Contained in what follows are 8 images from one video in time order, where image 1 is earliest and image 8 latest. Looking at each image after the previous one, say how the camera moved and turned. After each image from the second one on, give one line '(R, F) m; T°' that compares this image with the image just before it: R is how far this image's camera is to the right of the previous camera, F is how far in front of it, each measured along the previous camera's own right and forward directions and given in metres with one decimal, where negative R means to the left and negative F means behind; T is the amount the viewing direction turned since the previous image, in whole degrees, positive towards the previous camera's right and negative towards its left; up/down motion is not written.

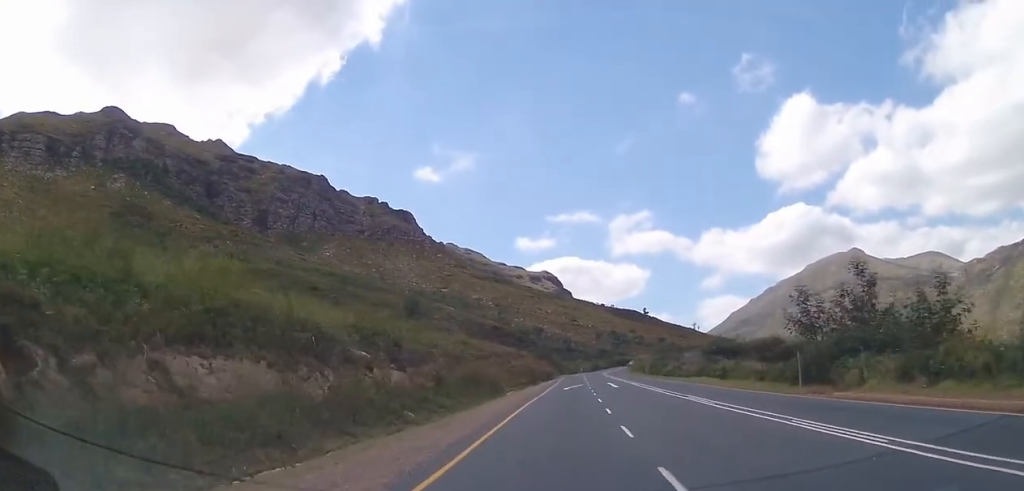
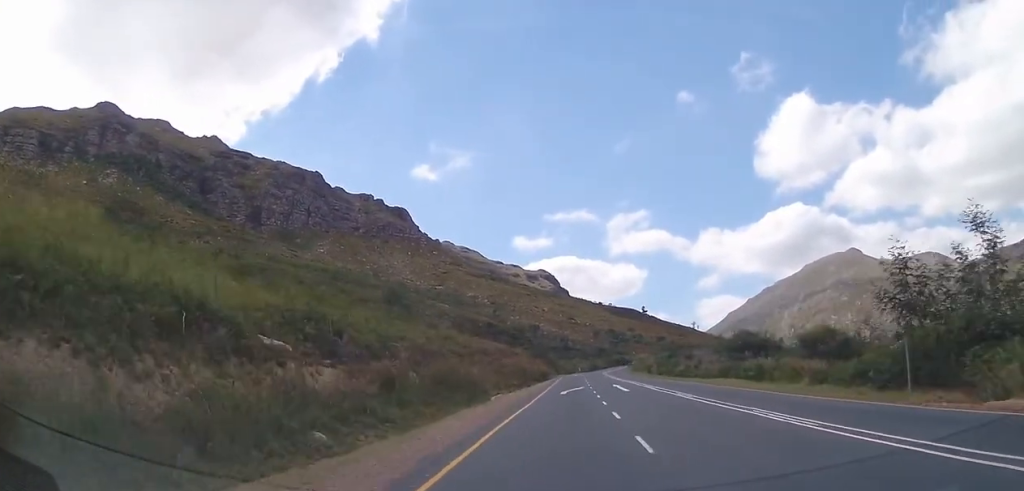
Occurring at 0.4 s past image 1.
(0.0, +8.7) m; 0°
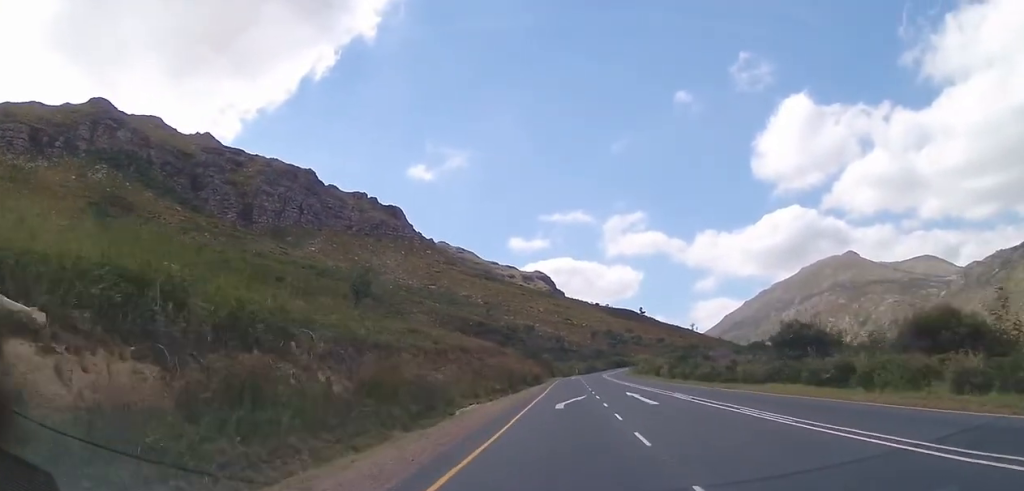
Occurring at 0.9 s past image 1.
(+0.1, +11.6) m; 0°
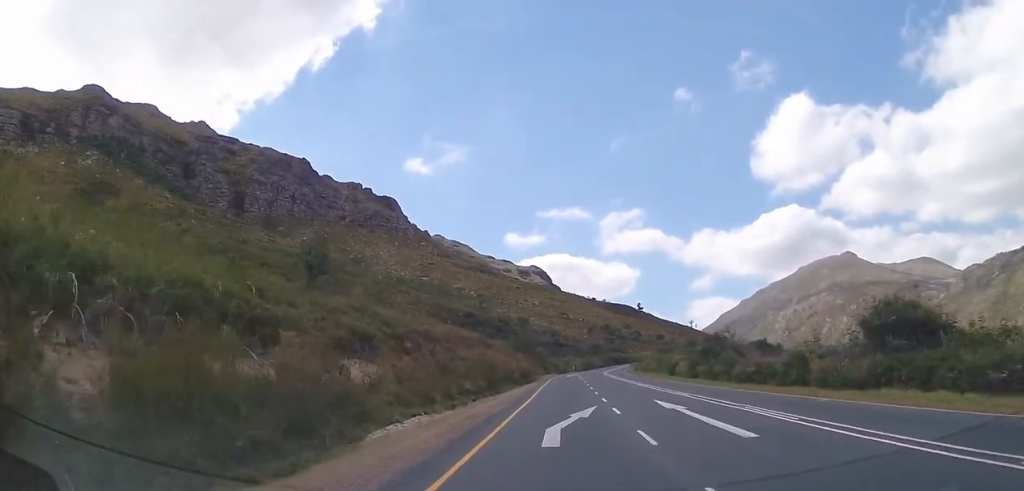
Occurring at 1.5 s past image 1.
(+0.1, +12.3) m; 0°
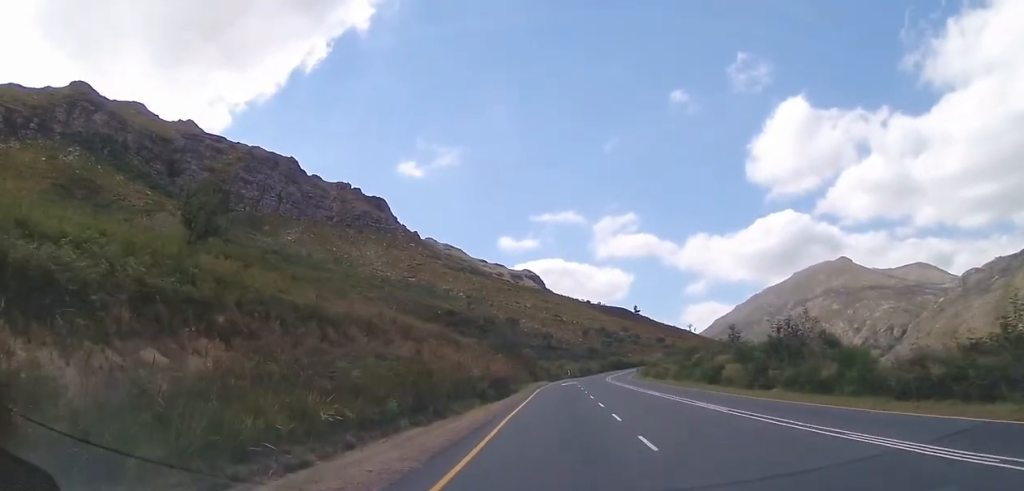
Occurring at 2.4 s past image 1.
(0.0, +19.4) m; 0°
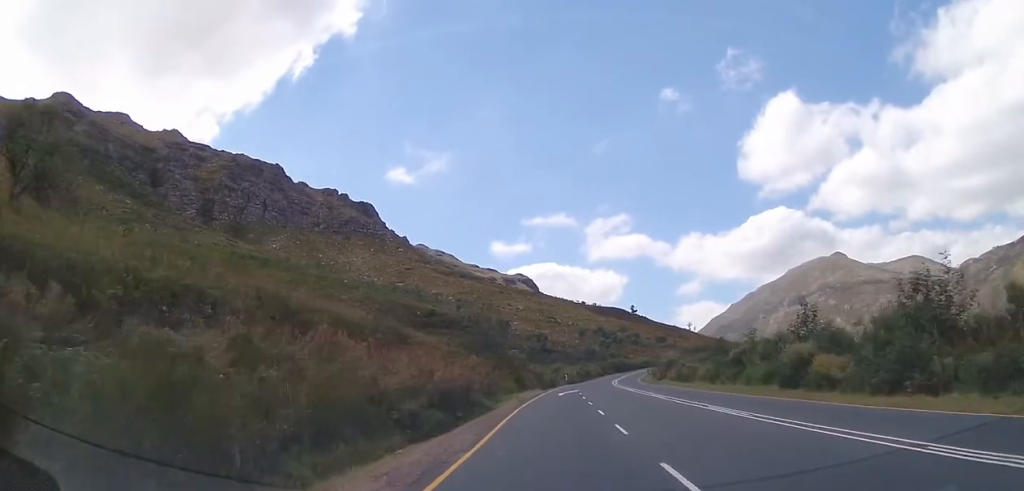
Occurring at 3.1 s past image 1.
(0.0, +15.7) m; +2°
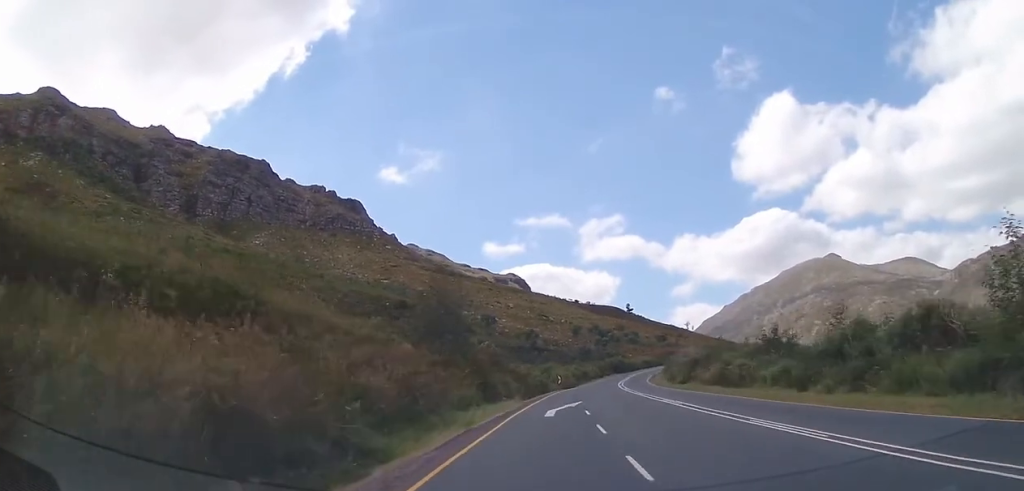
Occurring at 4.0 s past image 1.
(+0.4, +17.7) m; +2°
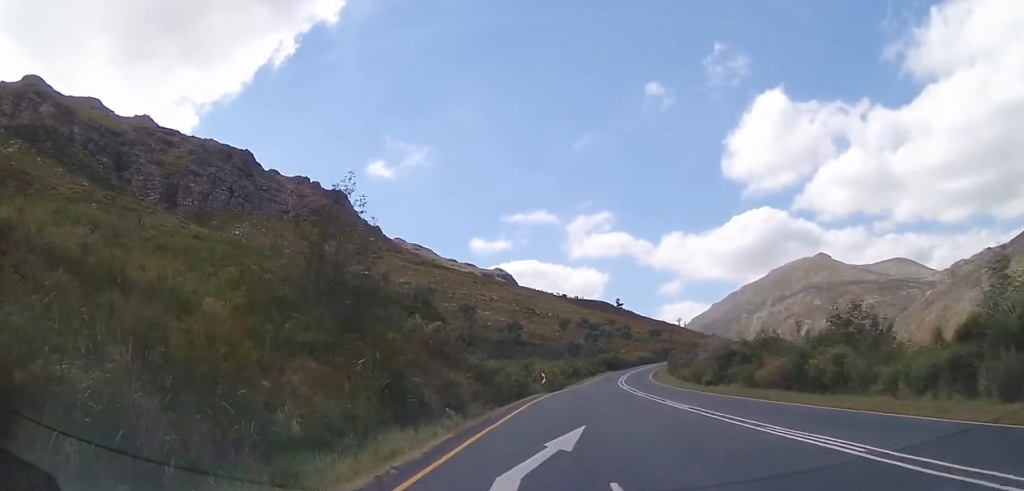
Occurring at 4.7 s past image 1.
(+0.3, +15.6) m; +1°
